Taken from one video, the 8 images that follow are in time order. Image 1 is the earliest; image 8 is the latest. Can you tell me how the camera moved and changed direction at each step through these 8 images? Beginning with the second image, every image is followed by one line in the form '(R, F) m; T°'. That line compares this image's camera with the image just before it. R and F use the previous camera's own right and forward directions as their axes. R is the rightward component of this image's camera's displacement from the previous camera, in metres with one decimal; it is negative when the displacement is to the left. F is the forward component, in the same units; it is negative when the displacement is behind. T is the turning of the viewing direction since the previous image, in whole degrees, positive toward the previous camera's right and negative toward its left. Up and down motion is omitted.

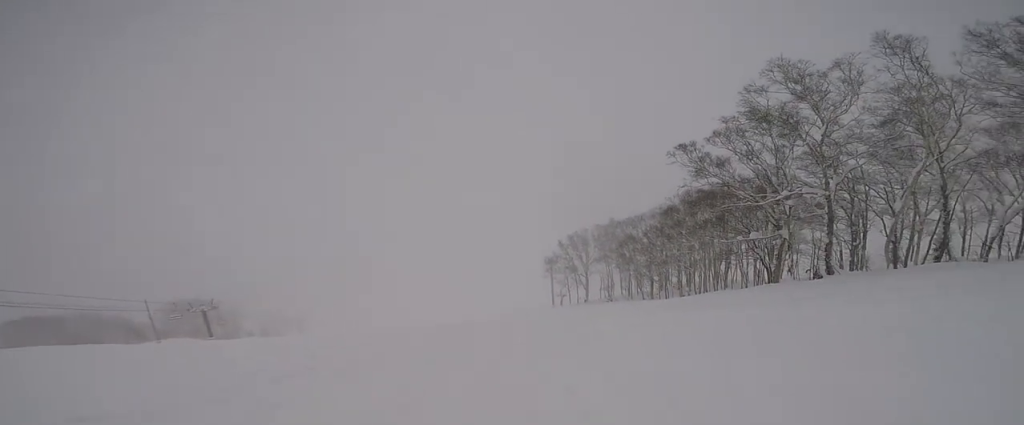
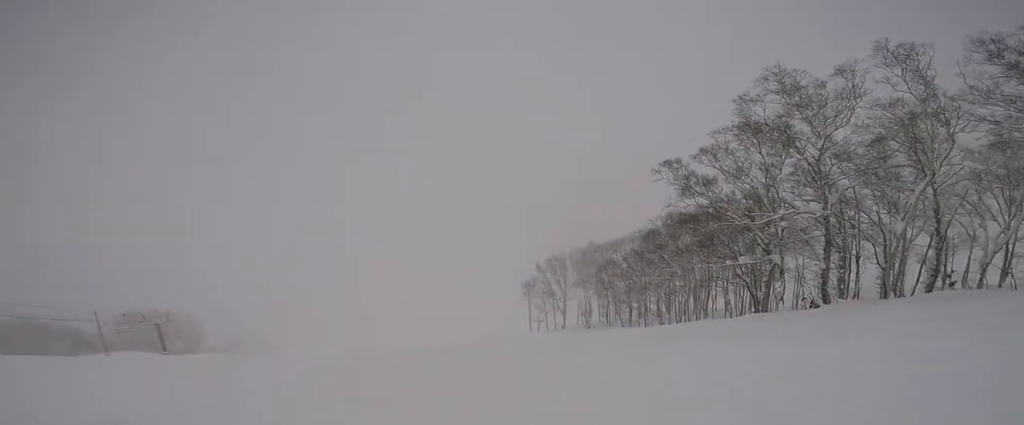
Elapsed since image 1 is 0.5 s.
(+0.2, +2.3) m; +3°
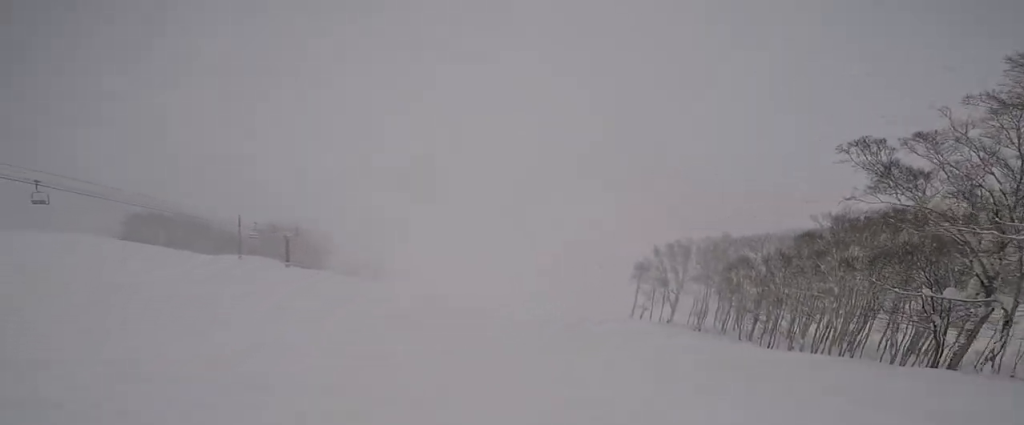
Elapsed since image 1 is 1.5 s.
(0.0, +4.2) m; -20°
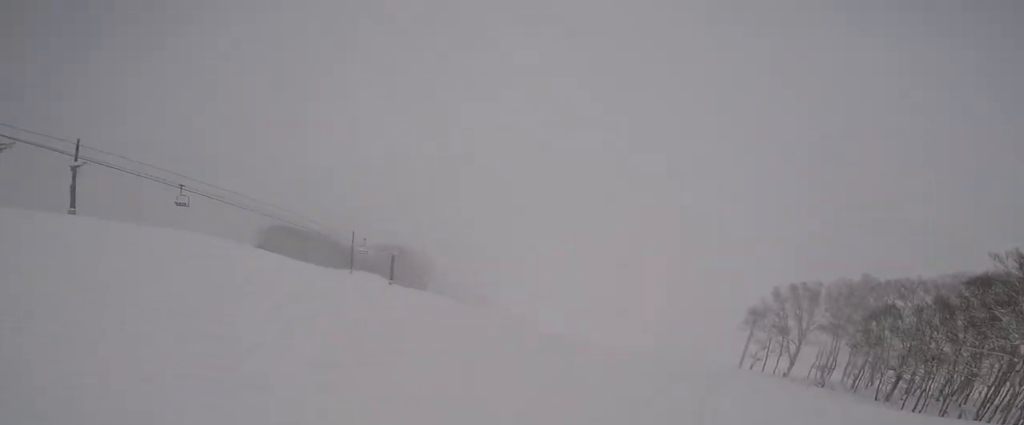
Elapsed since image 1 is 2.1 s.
(-0.8, +2.4) m; -14°
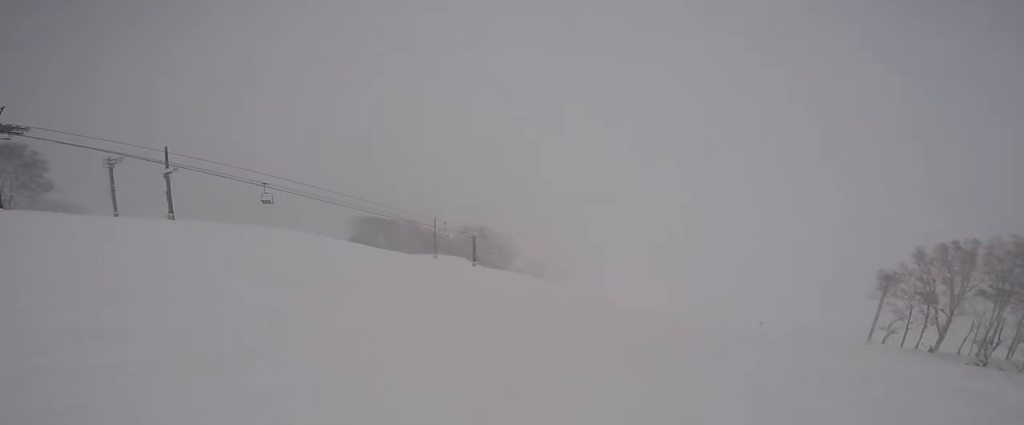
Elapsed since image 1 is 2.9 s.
(-0.3, +3.7) m; -18°
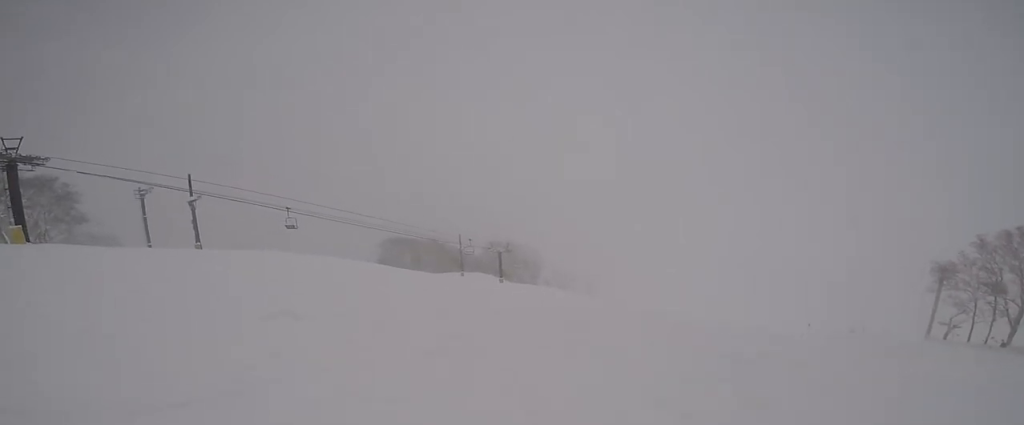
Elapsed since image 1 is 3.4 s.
(+0.2, +1.9) m; -8°
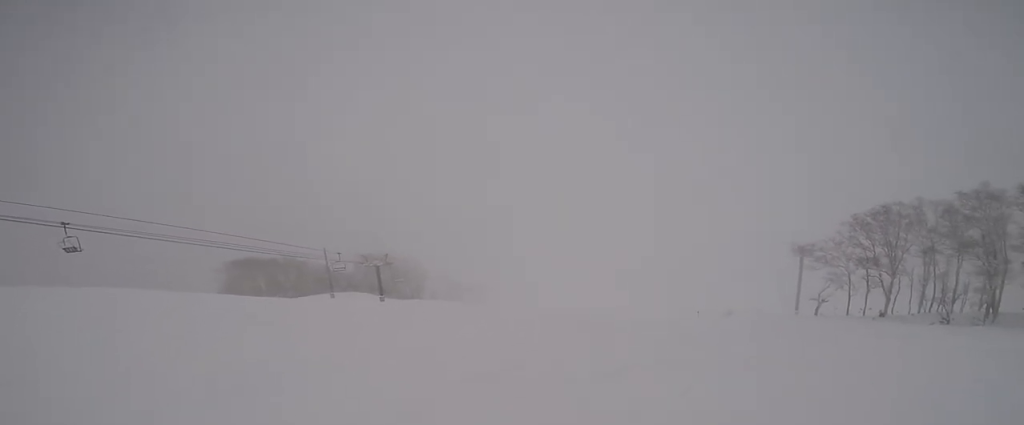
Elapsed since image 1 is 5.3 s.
(+0.4, +8.4) m; +23°
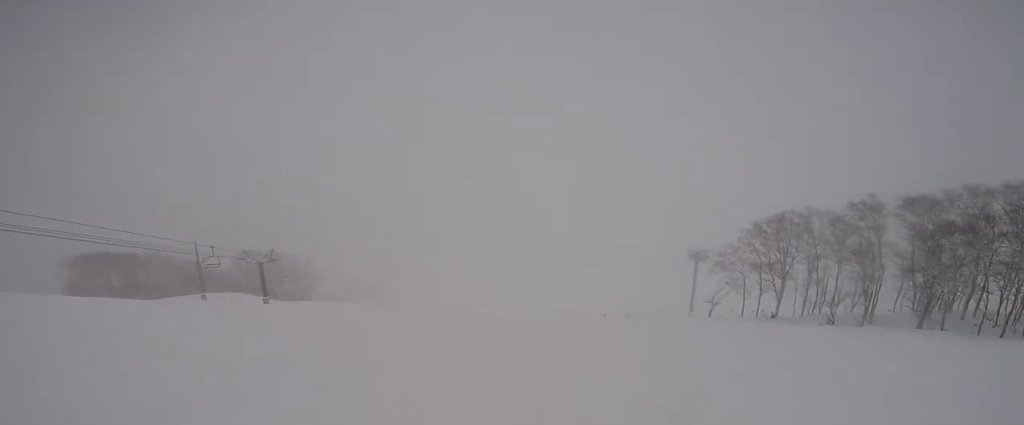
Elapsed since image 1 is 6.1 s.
(0.0, +3.8) m; +17°
